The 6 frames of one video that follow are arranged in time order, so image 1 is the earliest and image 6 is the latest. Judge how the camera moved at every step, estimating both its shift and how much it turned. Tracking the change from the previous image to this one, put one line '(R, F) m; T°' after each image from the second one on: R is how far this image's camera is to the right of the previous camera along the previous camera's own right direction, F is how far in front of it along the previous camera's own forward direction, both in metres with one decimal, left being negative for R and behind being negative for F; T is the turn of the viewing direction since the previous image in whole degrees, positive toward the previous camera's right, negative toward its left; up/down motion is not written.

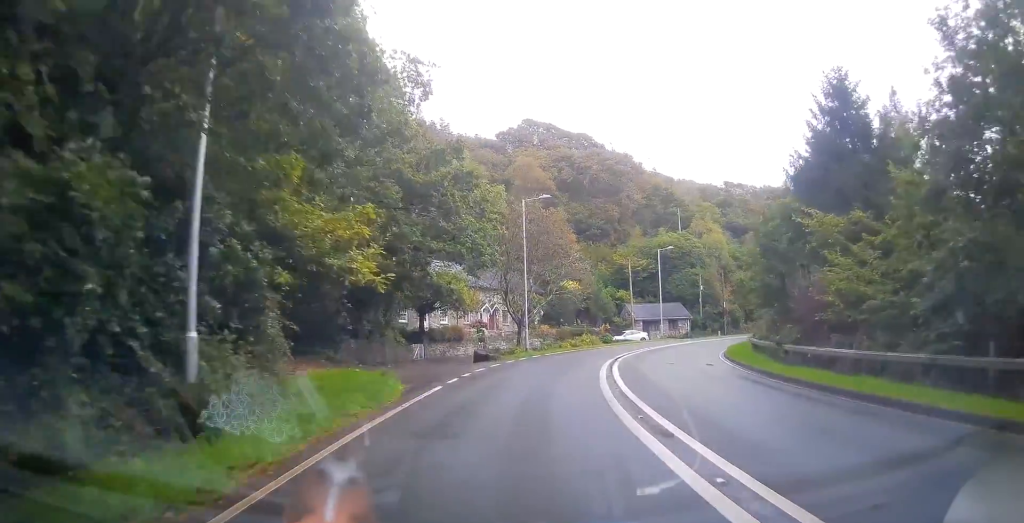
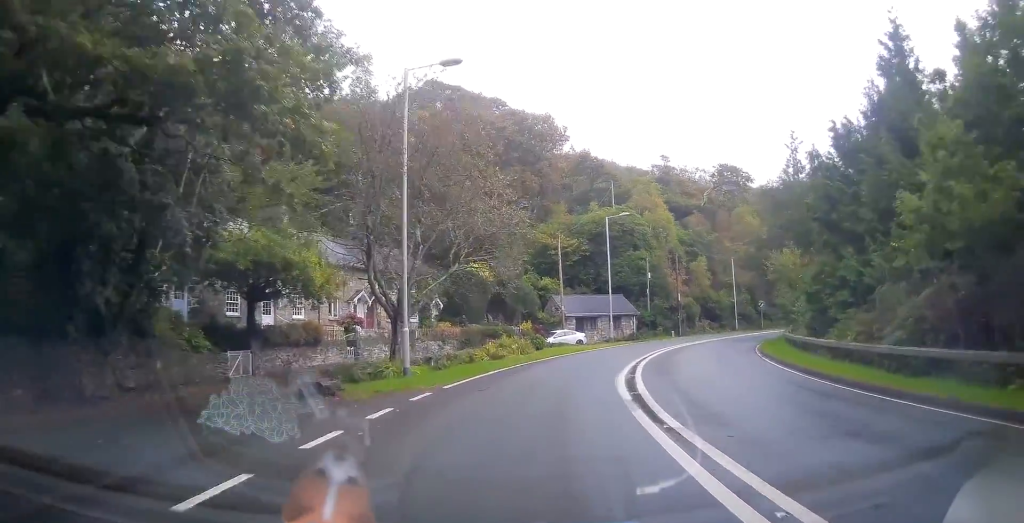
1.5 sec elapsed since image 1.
(+0.3, +17.2) m; +8°
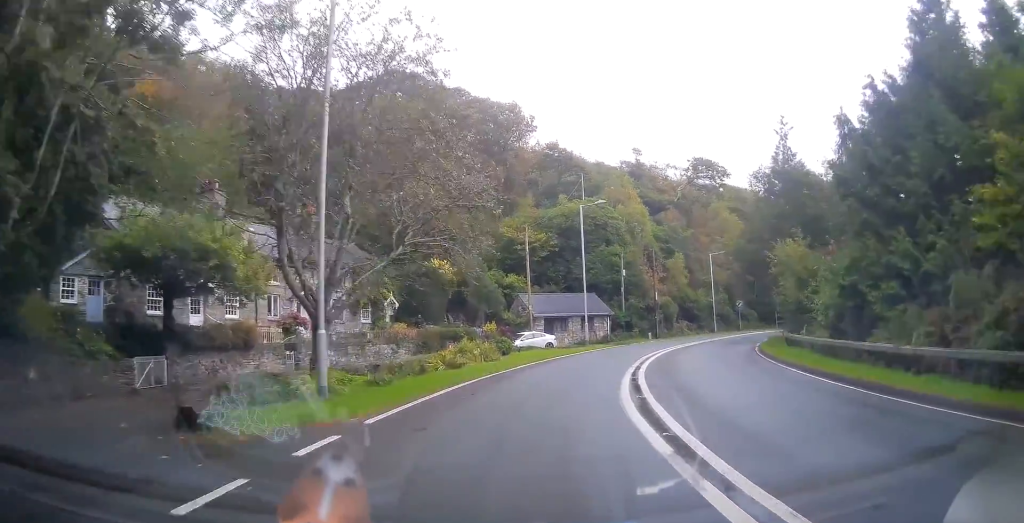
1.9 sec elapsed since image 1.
(+0.4, +4.5) m; +5°
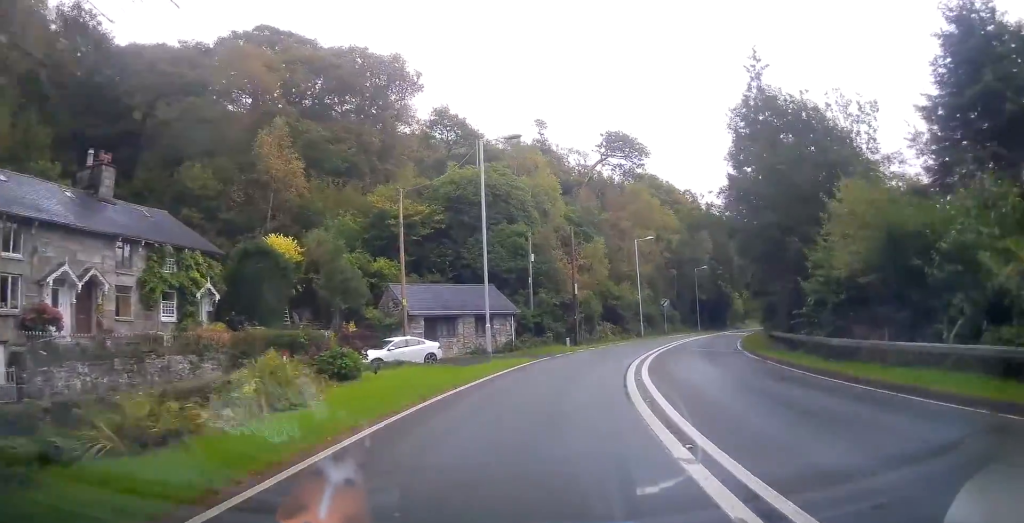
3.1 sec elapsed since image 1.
(+1.5, +13.0) m; +11°
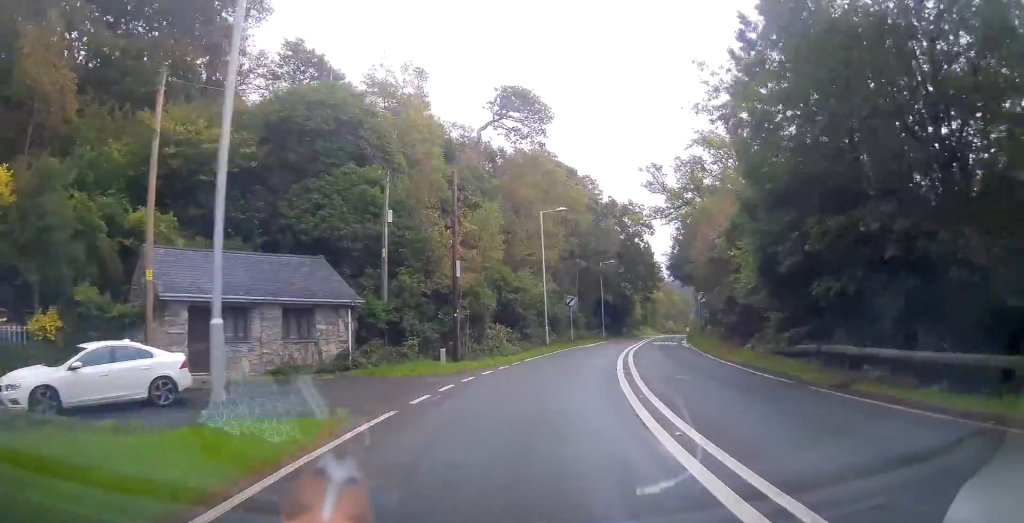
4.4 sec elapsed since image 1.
(+0.9, +15.0) m; +11°
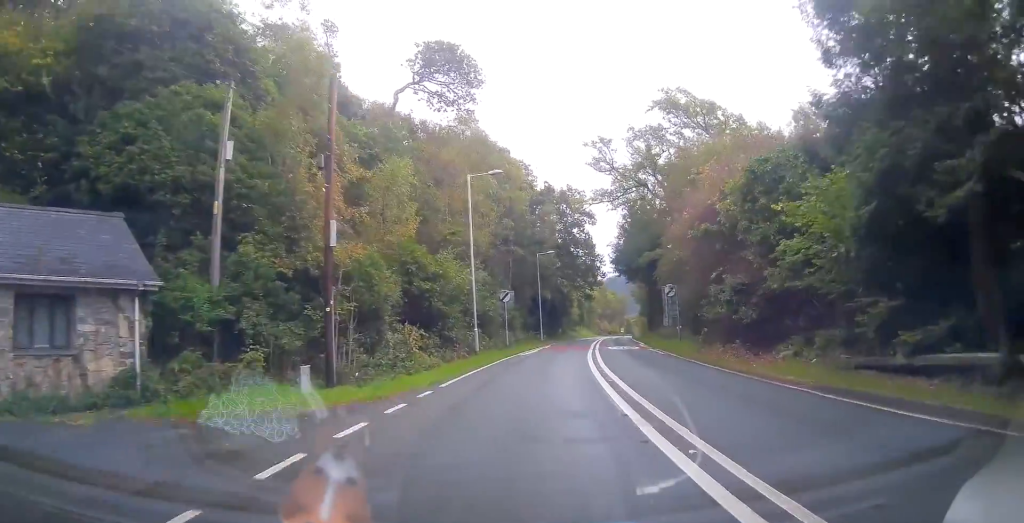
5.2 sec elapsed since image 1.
(+1.0, +9.5) m; +7°
